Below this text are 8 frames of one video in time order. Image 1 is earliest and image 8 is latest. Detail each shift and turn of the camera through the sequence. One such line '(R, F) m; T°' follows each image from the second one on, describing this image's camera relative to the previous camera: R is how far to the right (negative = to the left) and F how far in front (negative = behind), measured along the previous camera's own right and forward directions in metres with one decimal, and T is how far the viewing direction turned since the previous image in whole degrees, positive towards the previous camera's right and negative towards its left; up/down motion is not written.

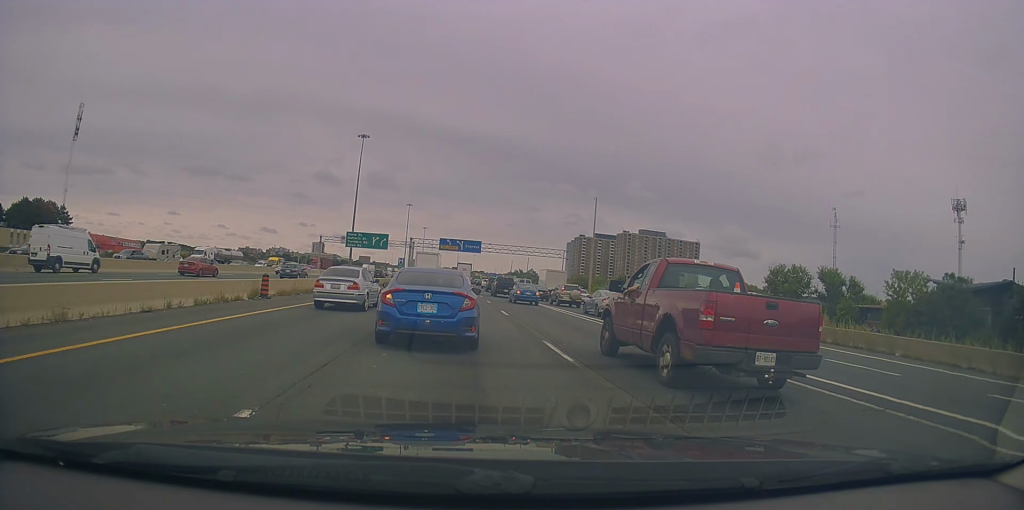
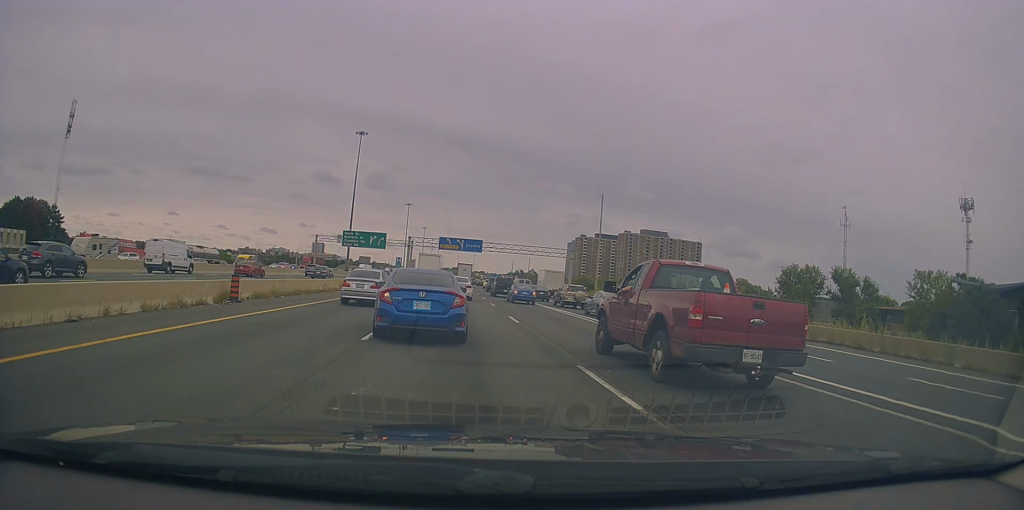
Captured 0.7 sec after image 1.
(0.0, +3.8) m; 0°
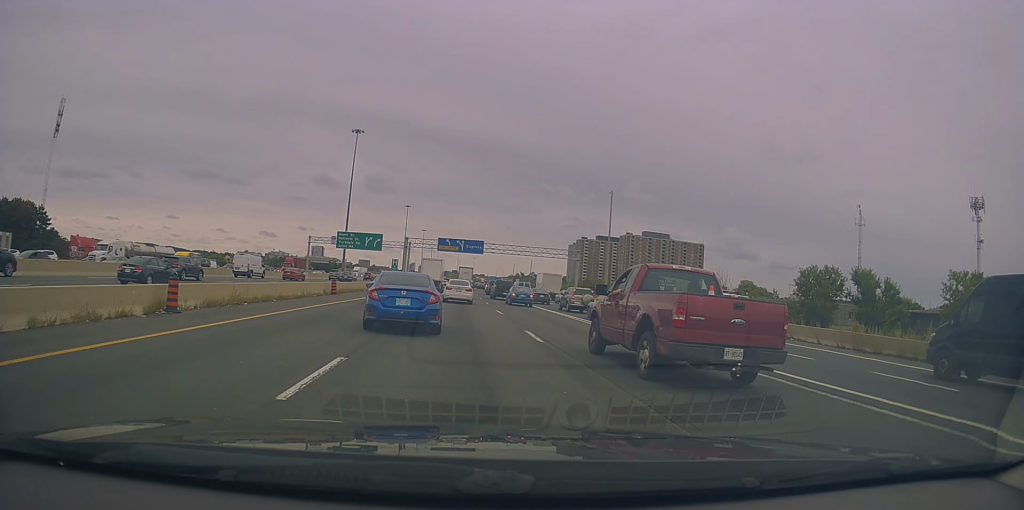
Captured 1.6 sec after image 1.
(0.0, +5.3) m; 0°
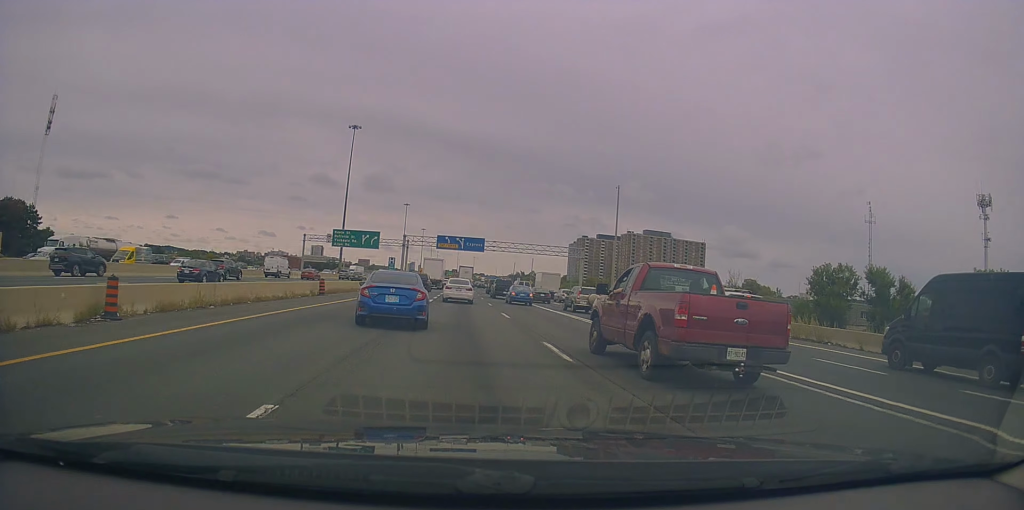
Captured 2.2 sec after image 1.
(0.0, +3.3) m; +1°
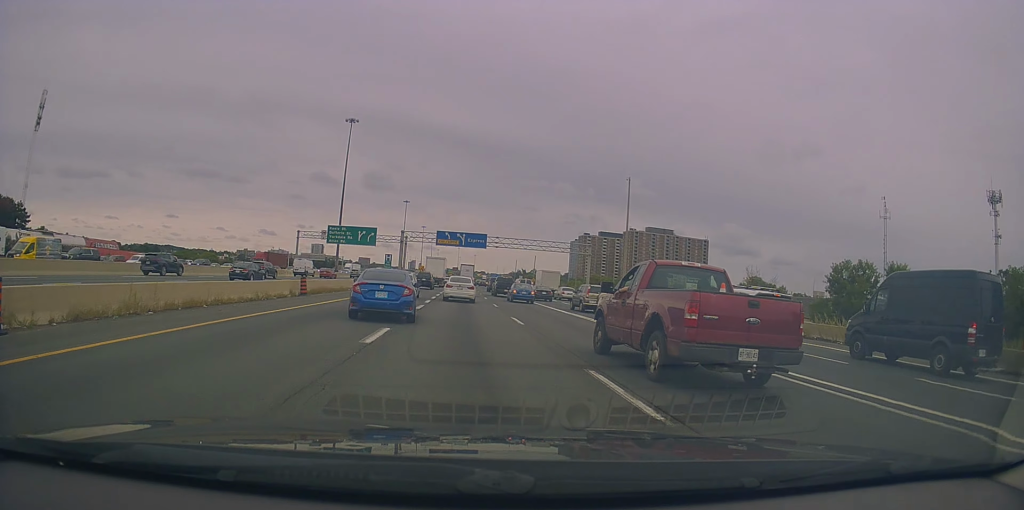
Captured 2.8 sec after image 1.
(0.0, +4.3) m; +2°
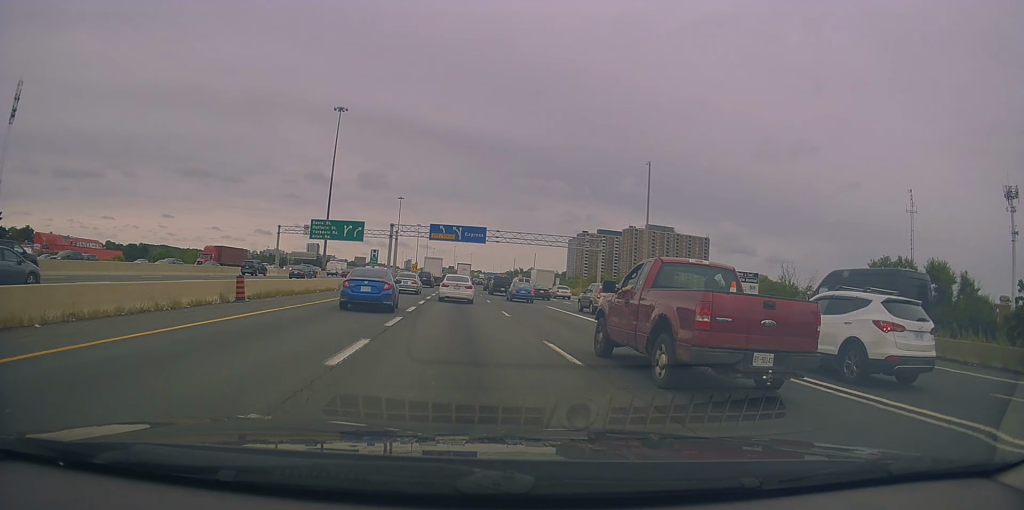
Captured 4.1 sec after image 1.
(+0.4, +8.7) m; 0°
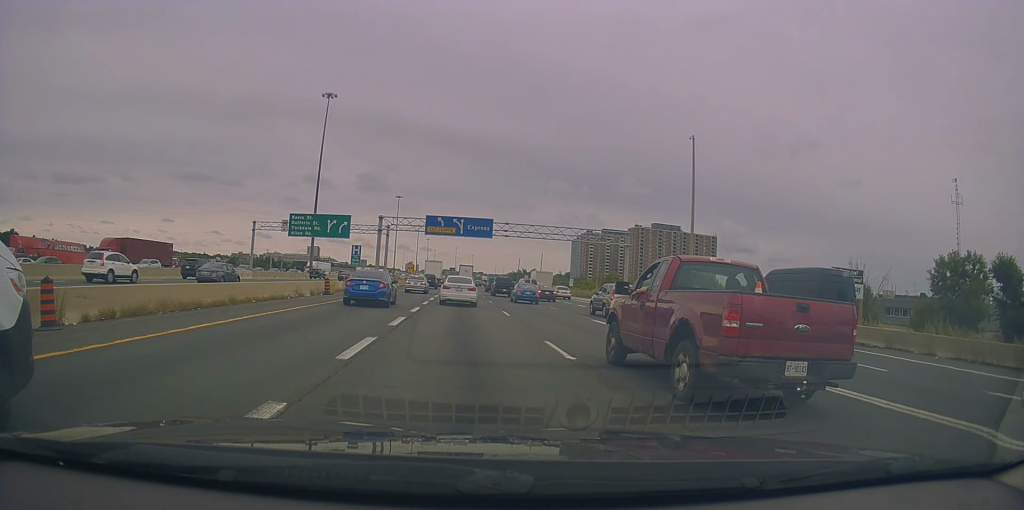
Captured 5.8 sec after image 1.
(-0.8, +11.8) m; -3°
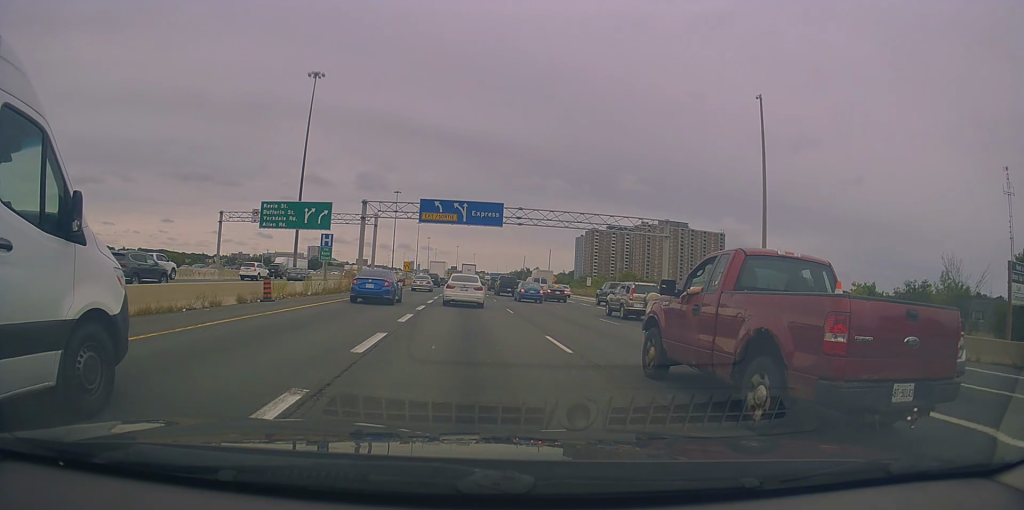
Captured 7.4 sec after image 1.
(+0.5, +11.9) m; +2°
